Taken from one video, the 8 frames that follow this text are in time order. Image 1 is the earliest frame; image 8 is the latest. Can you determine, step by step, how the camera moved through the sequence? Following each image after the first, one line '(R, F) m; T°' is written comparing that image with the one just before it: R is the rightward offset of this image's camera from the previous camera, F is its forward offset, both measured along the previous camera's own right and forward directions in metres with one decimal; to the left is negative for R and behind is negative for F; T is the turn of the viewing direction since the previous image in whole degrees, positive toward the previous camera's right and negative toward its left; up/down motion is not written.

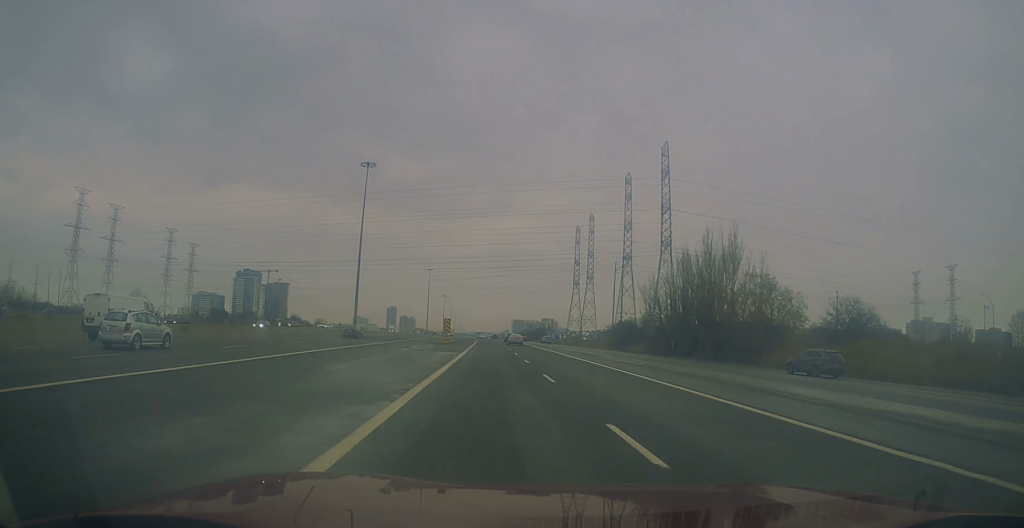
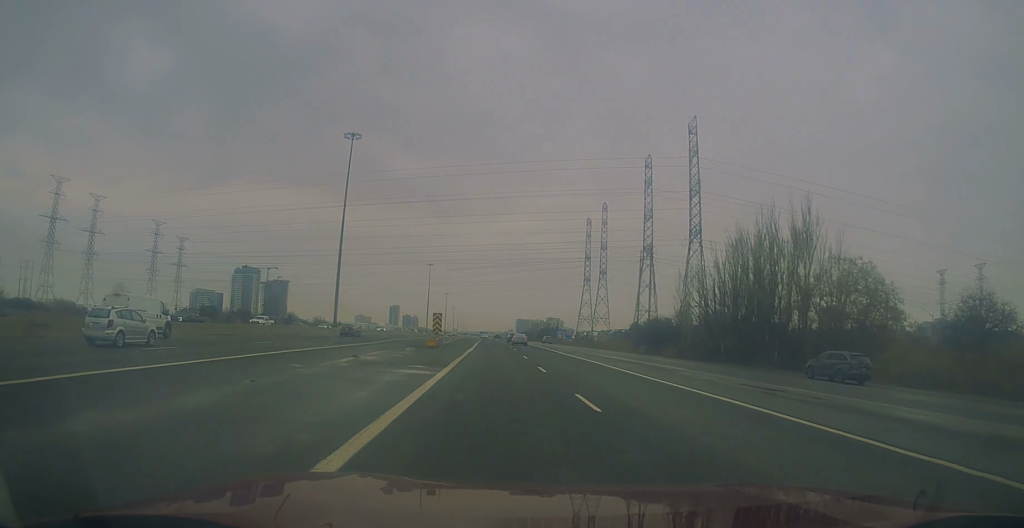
(-0.6, +19.1) m; -1°
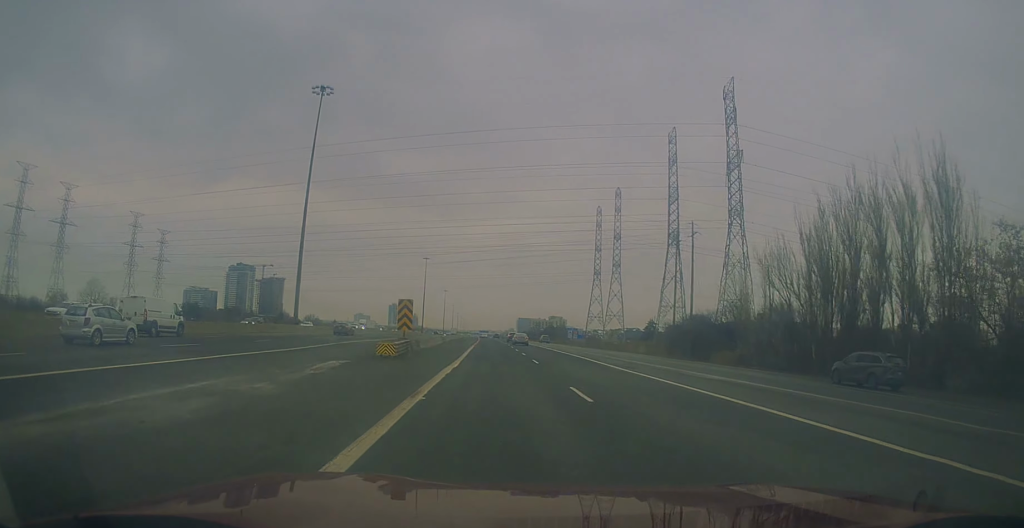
(-0.1, +22.1) m; 0°
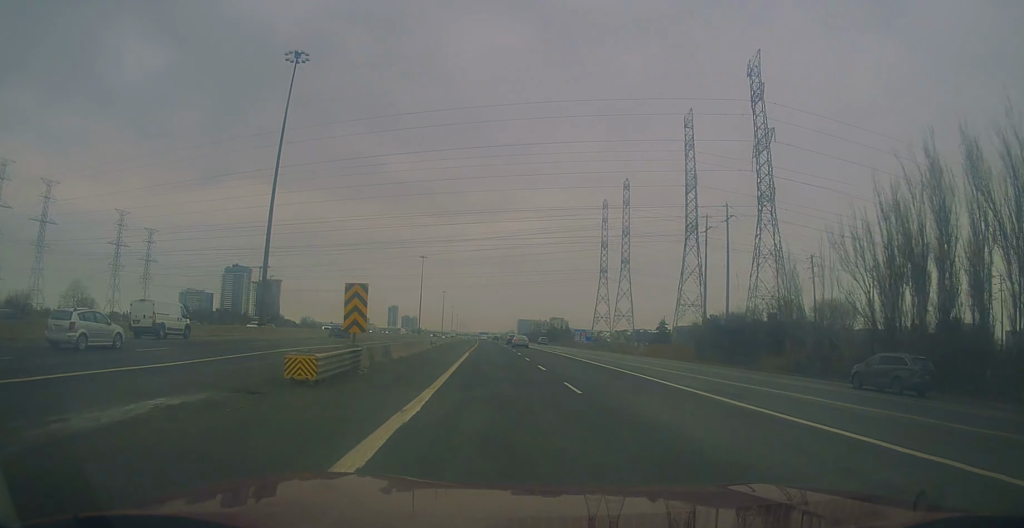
(+0.1, +13.1) m; 0°
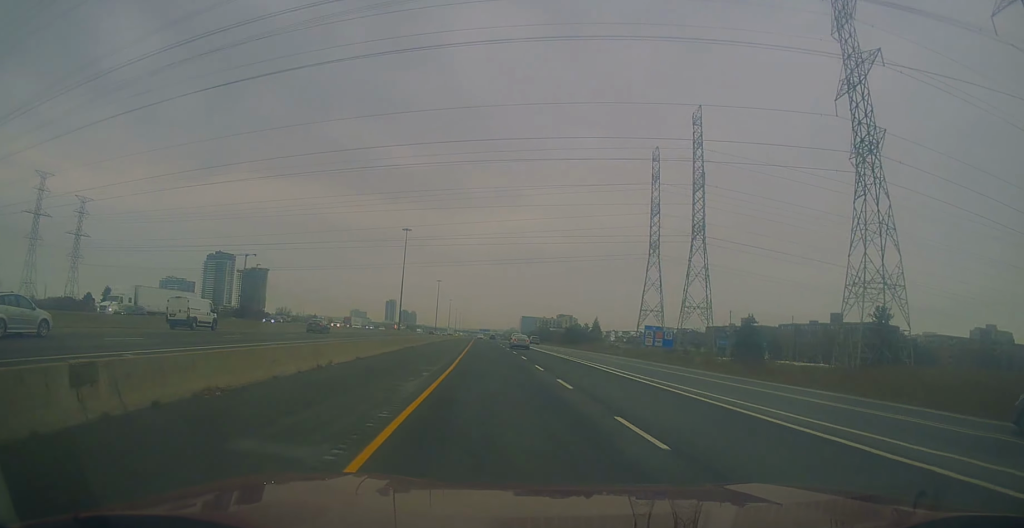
(+1.0, +63.2) m; 0°
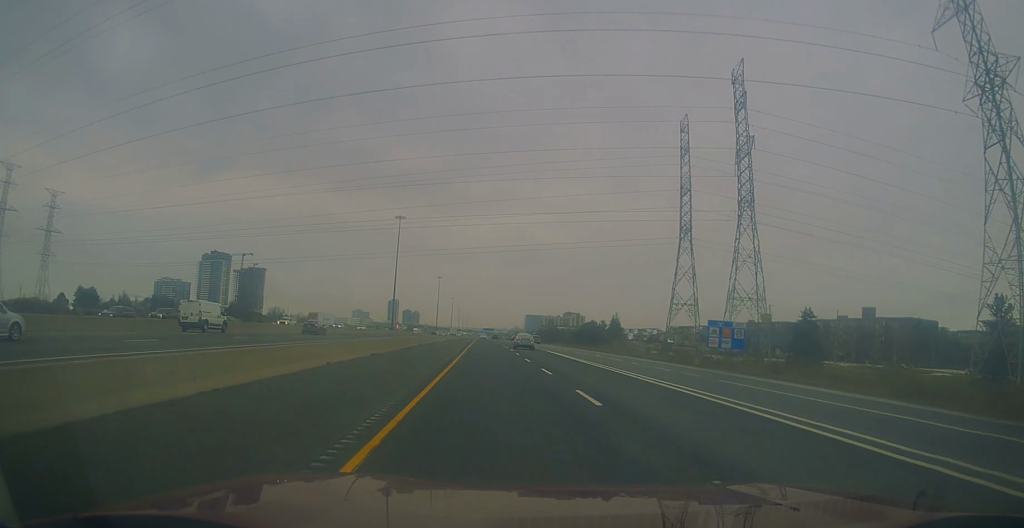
(-0.5, +22.7) m; -1°
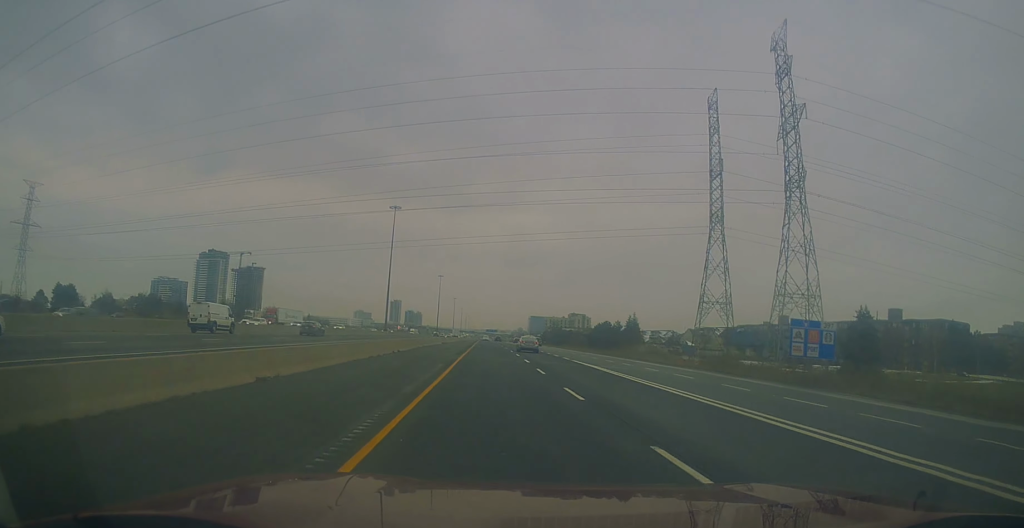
(-0.2, +16.6) m; -1°
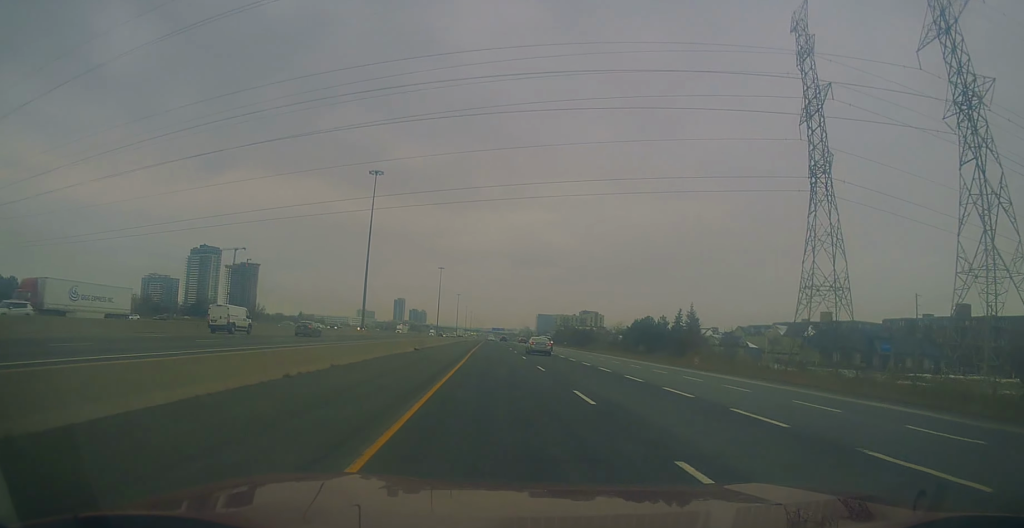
(0.0, +37.5) m; 0°
